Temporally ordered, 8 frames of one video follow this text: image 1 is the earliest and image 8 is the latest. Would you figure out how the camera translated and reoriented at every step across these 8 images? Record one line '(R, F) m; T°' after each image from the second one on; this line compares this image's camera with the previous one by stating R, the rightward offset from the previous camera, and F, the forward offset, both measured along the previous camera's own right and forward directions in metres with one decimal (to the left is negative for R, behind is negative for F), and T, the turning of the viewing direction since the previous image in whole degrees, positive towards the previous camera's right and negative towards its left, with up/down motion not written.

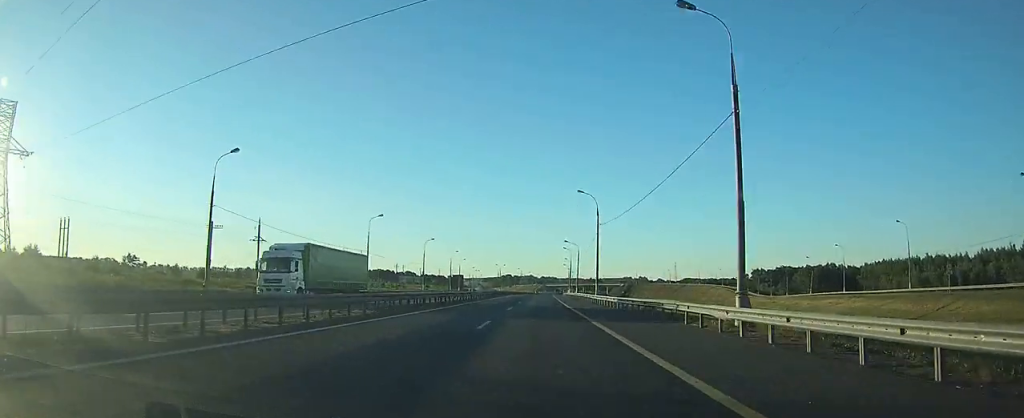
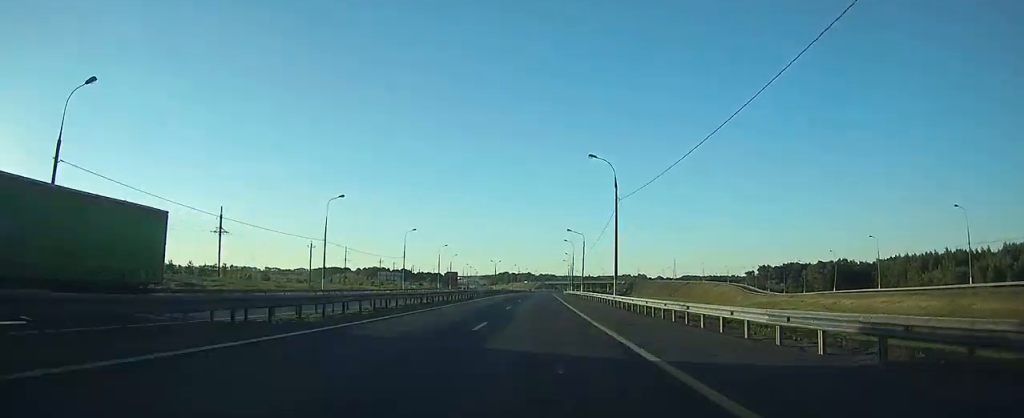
(0.0, +16.4) m; 0°
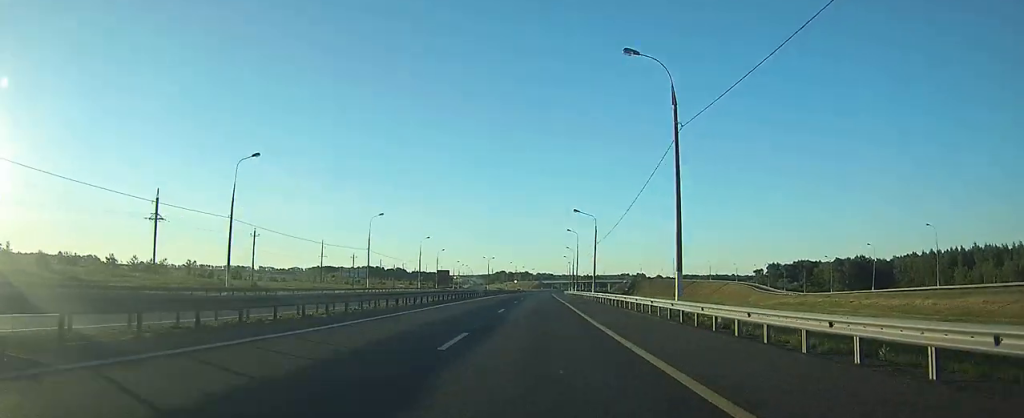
(+0.1, +21.3) m; 0°
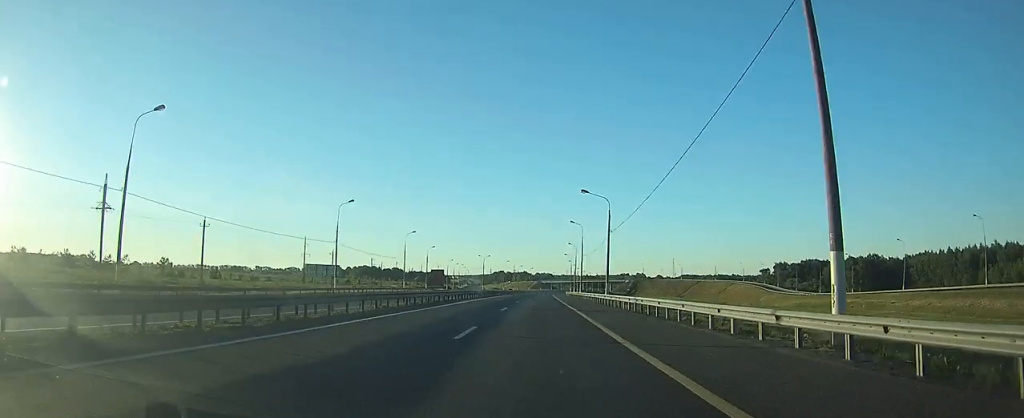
(0.0, +13.6) m; 0°
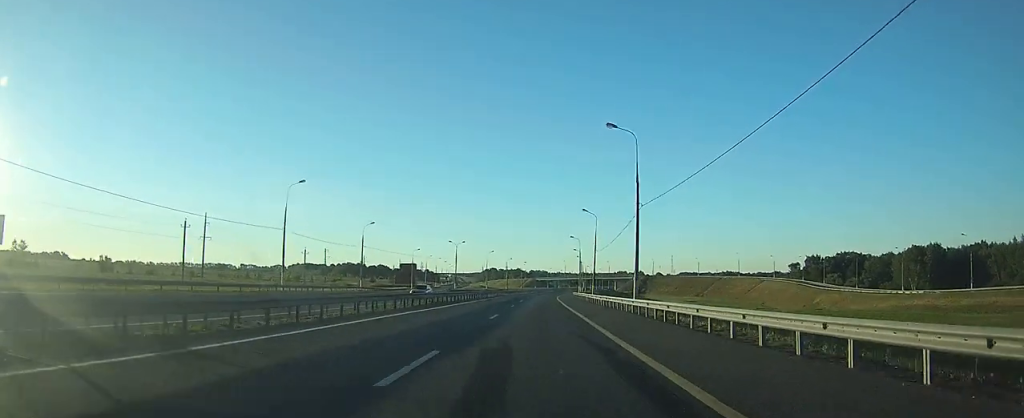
(+0.2, +53.7) m; 0°
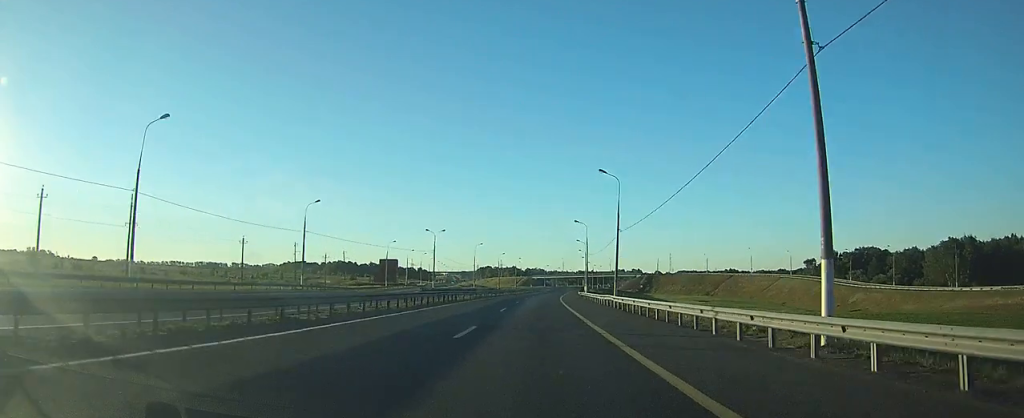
(0.0, +24.6) m; +1°
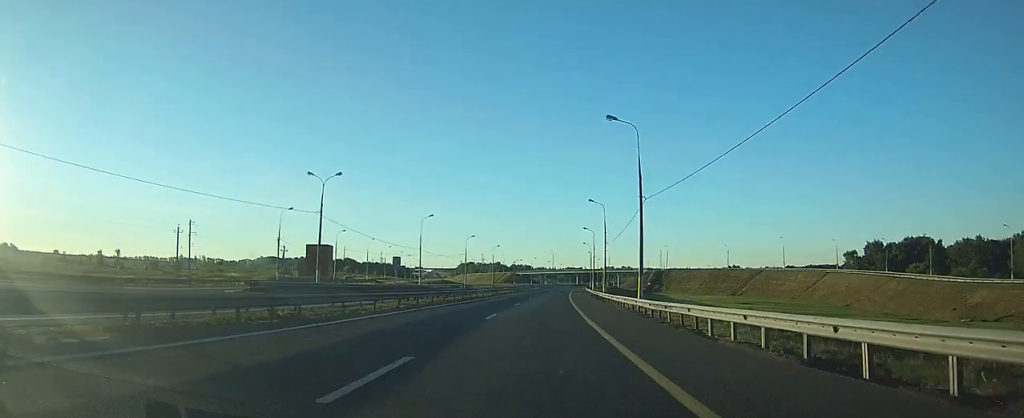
(+0.9, +55.5) m; +2°
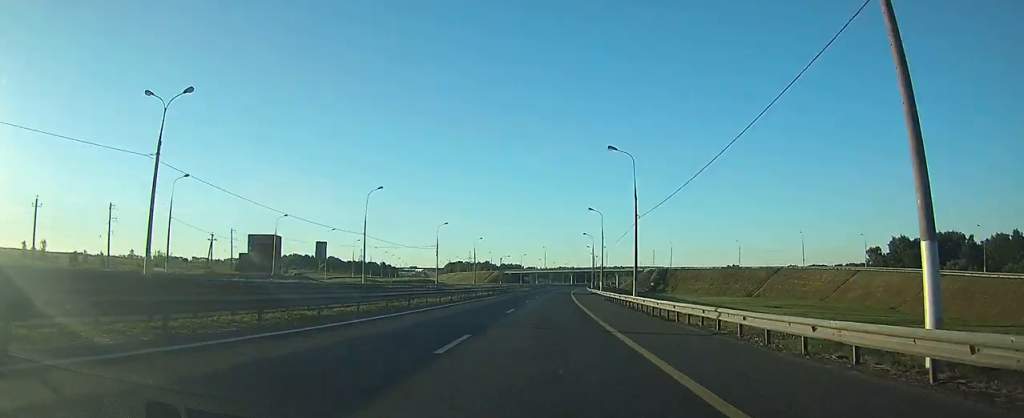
(+0.2, +26.9) m; +1°
